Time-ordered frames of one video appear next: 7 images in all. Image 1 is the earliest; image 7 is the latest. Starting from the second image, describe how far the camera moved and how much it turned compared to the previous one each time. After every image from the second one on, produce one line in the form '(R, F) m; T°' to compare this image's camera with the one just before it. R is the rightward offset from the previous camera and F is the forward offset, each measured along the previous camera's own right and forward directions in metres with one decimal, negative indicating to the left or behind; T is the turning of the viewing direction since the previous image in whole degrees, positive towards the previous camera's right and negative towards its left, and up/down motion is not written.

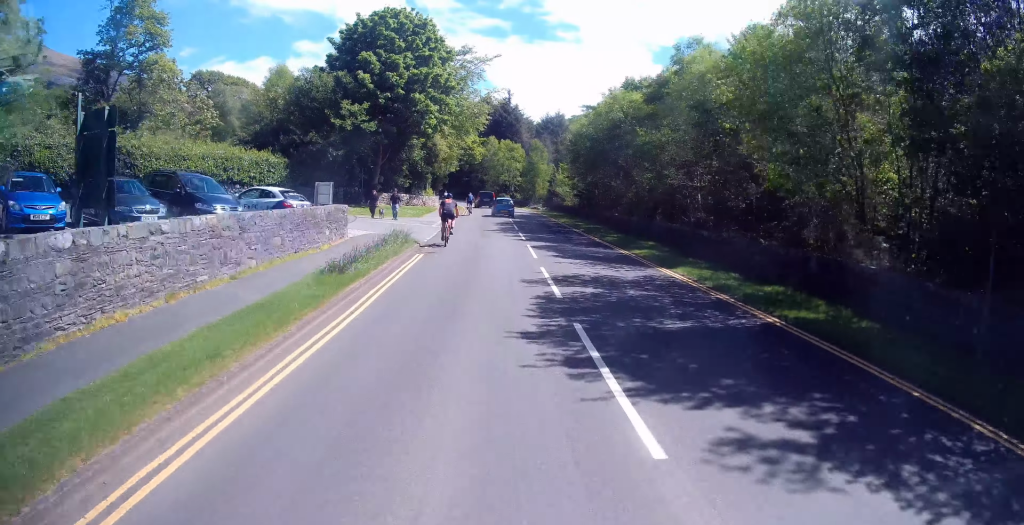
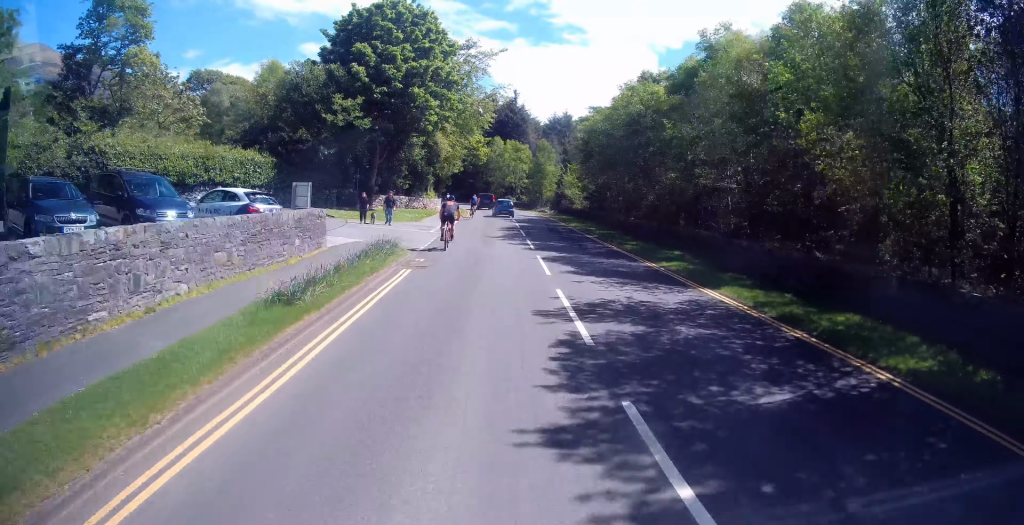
(-0.3, +3.1) m; -3°
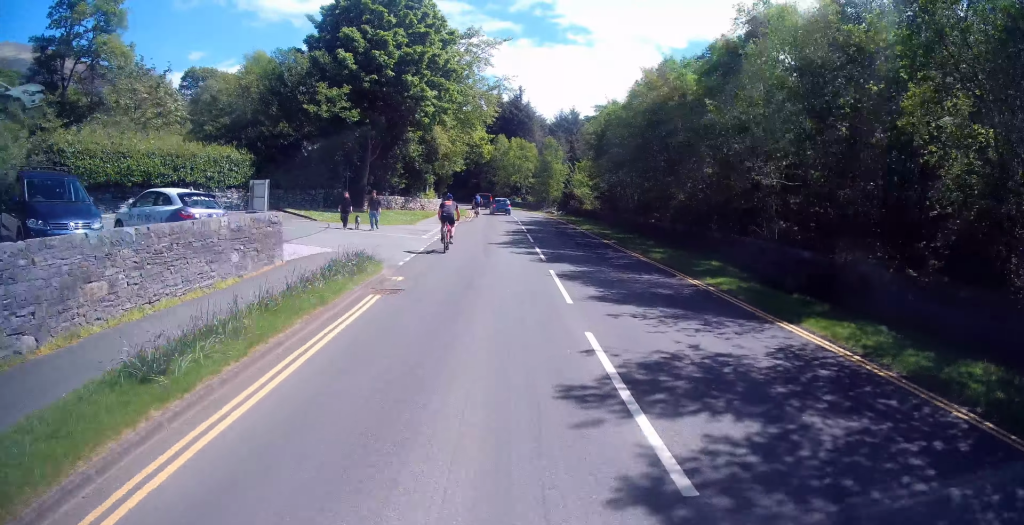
(+0.1, +3.7) m; +1°
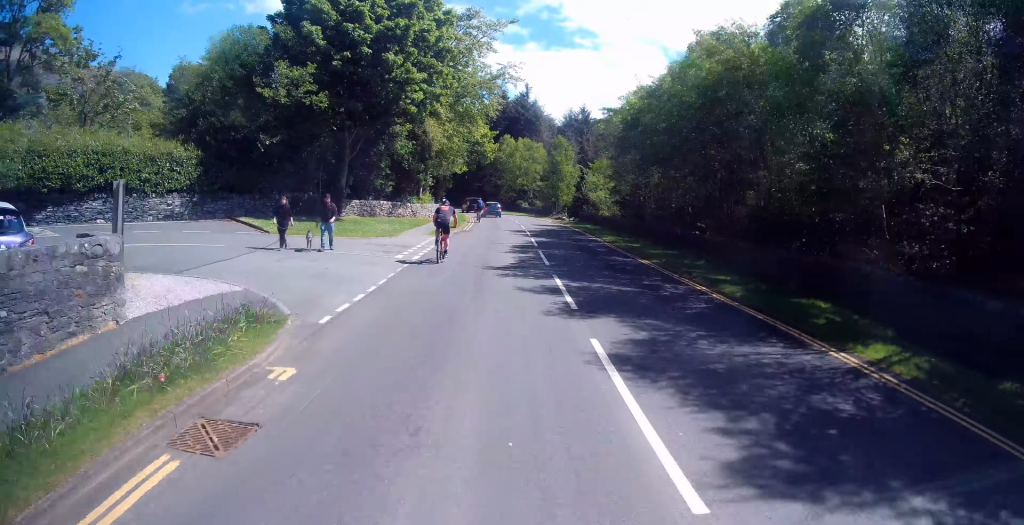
(+0.2, +6.5) m; +3°
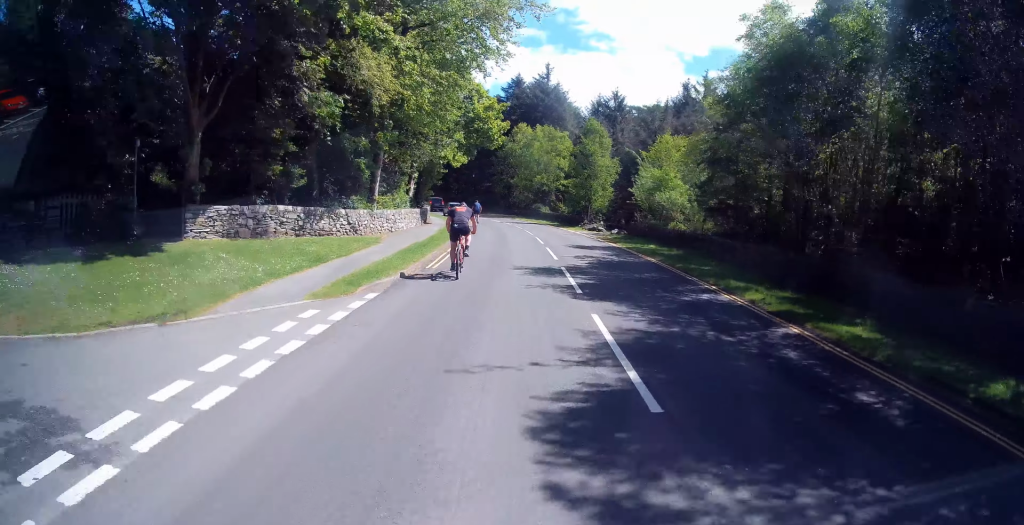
(+0.1, +18.0) m; -3°
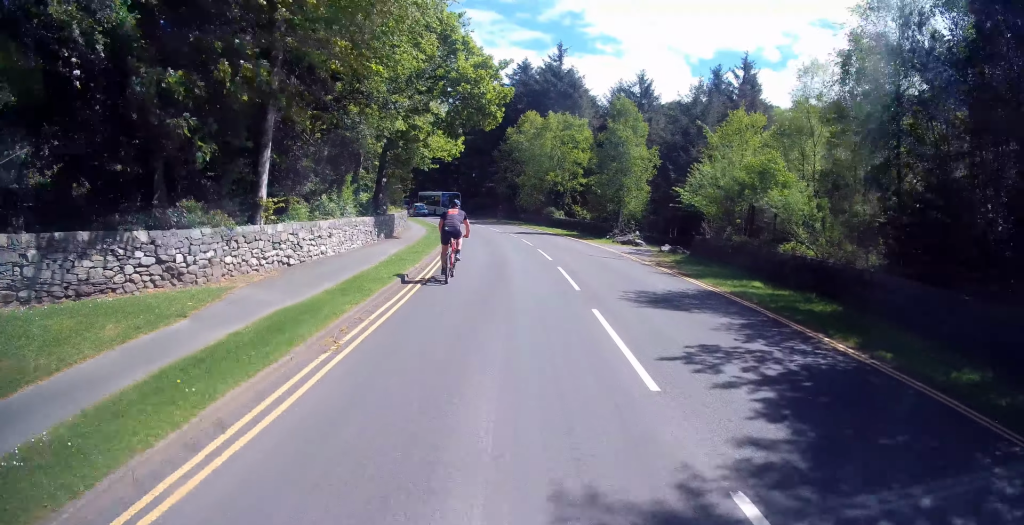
(-0.2, +12.8) m; -2°
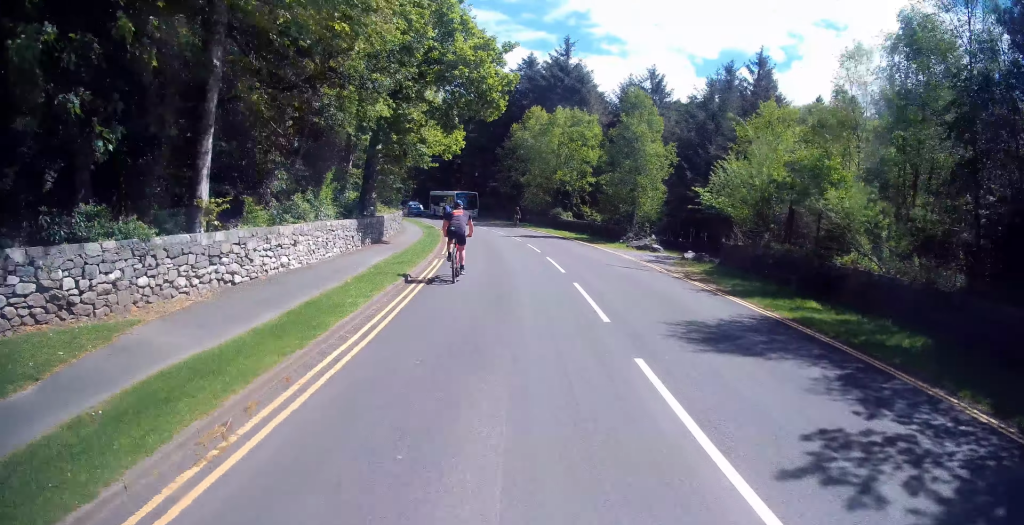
(-0.2, +3.2) m; +1°
